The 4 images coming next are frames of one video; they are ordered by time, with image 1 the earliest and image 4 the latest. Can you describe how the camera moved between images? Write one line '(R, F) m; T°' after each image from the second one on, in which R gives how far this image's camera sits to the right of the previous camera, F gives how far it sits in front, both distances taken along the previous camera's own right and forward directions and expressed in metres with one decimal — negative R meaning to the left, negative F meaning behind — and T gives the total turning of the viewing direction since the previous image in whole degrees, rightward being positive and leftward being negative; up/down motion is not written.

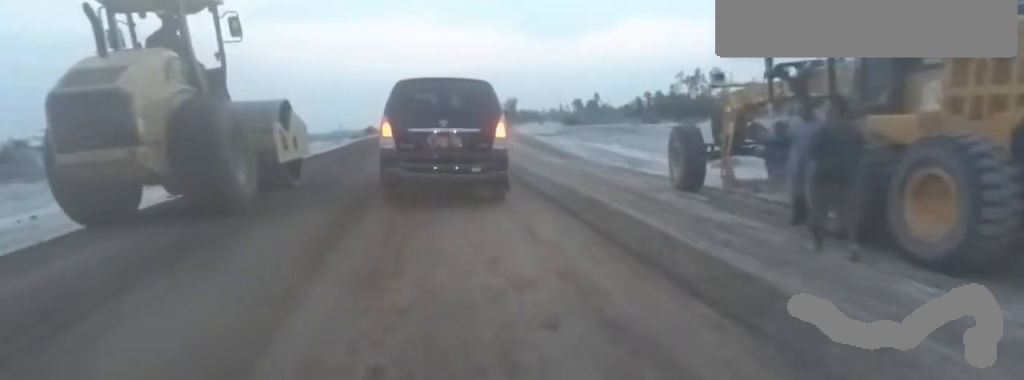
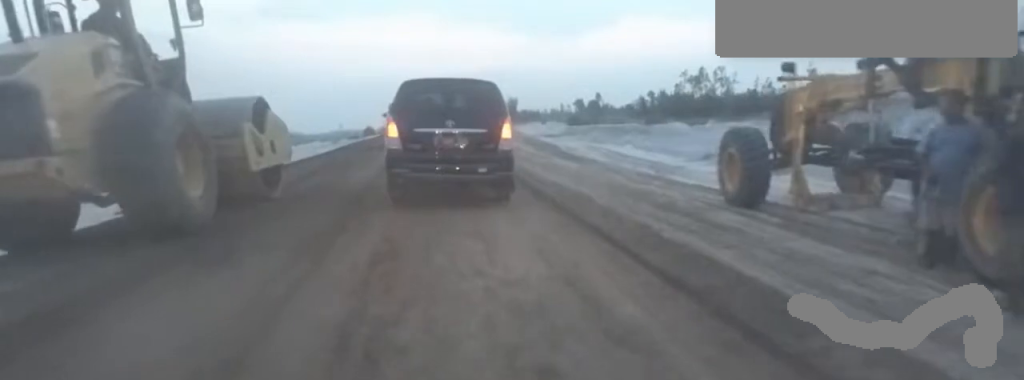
(-0.4, +2.4) m; +6°
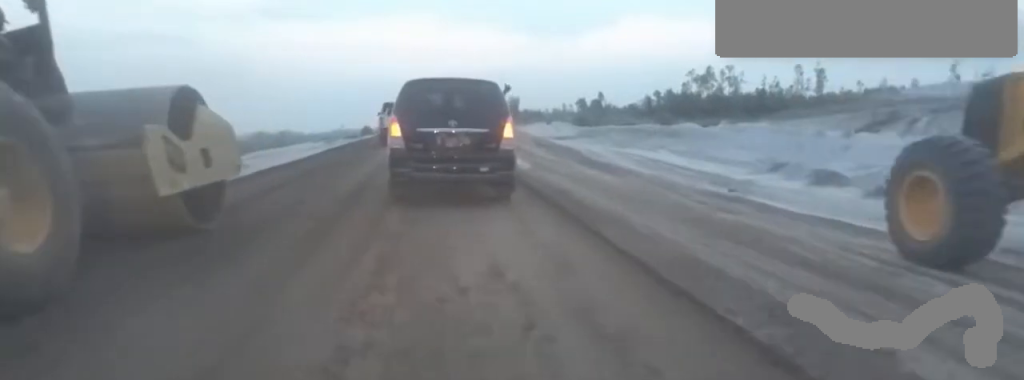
(+1.5, +4.3) m; 0°
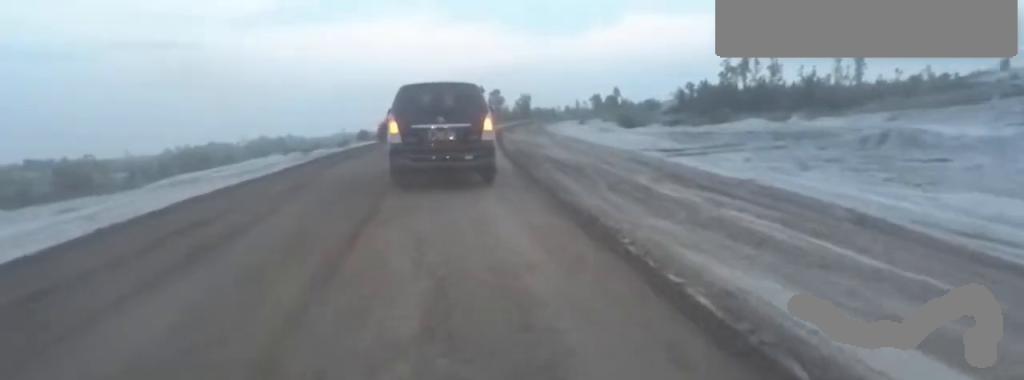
(-2.5, +16.0) m; -6°
